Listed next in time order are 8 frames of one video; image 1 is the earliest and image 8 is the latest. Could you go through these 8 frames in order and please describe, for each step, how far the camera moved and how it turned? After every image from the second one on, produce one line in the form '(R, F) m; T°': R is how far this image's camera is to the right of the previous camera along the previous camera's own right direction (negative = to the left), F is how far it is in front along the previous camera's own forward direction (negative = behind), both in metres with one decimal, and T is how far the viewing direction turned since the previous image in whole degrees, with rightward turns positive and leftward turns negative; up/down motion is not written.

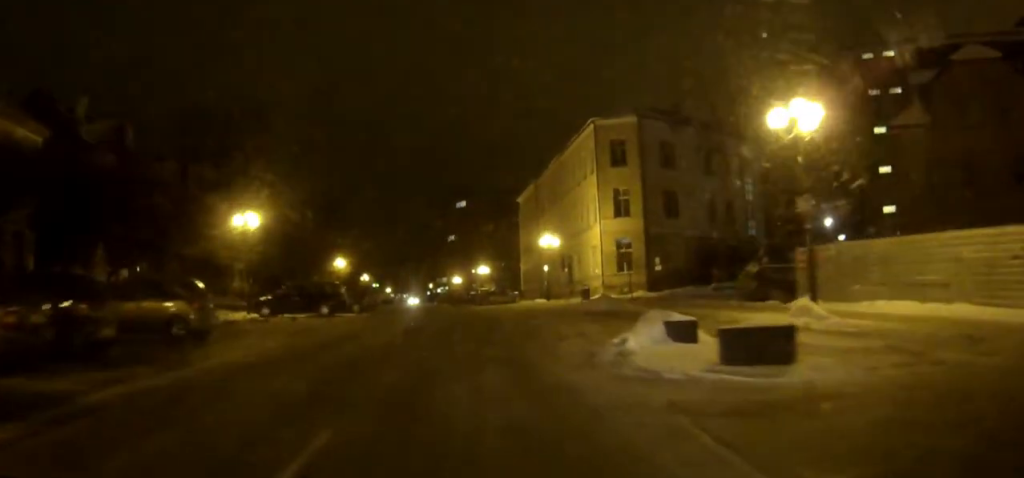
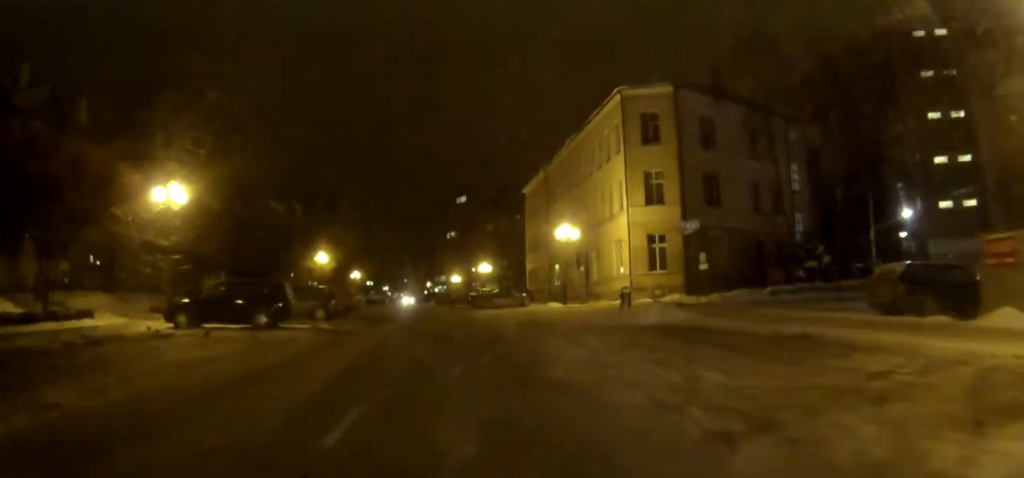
(-0.1, +9.6) m; -2°
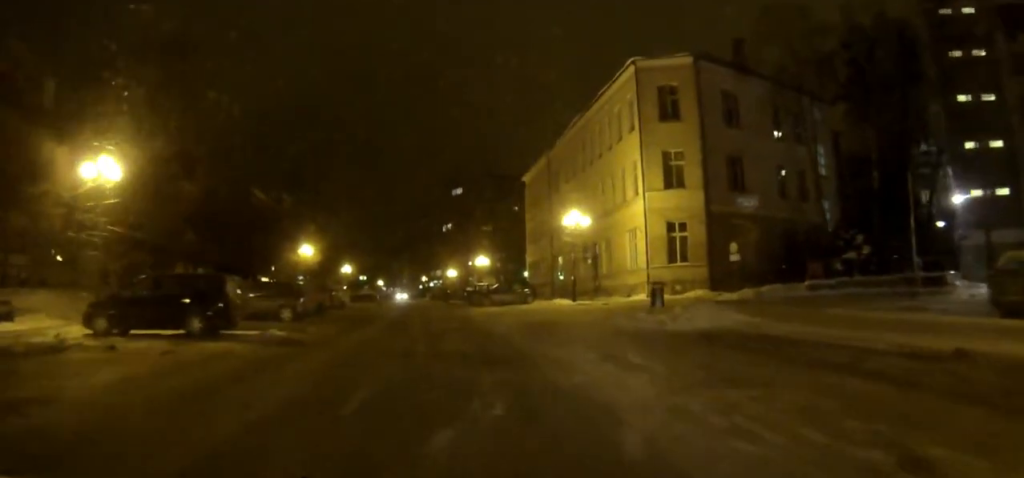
(-0.1, +5.4) m; -1°
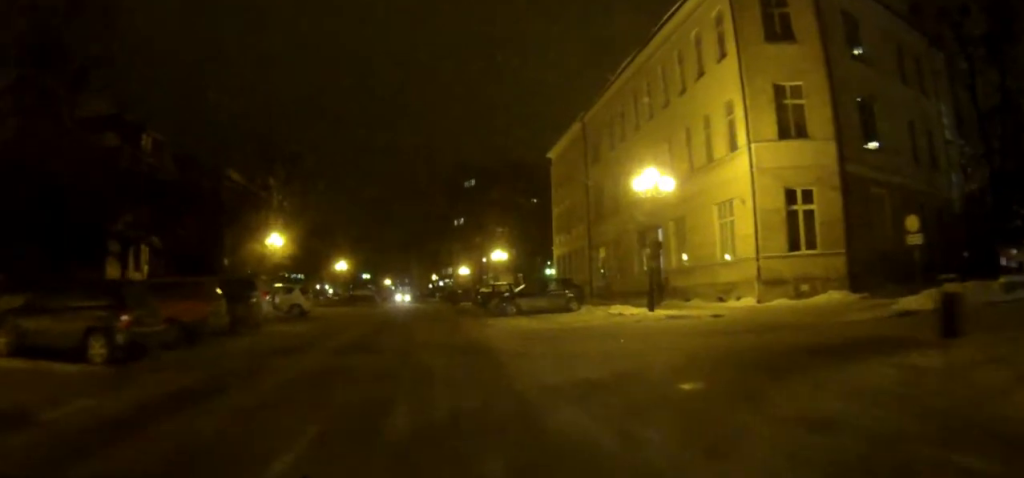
(0.0, +15.0) m; 0°
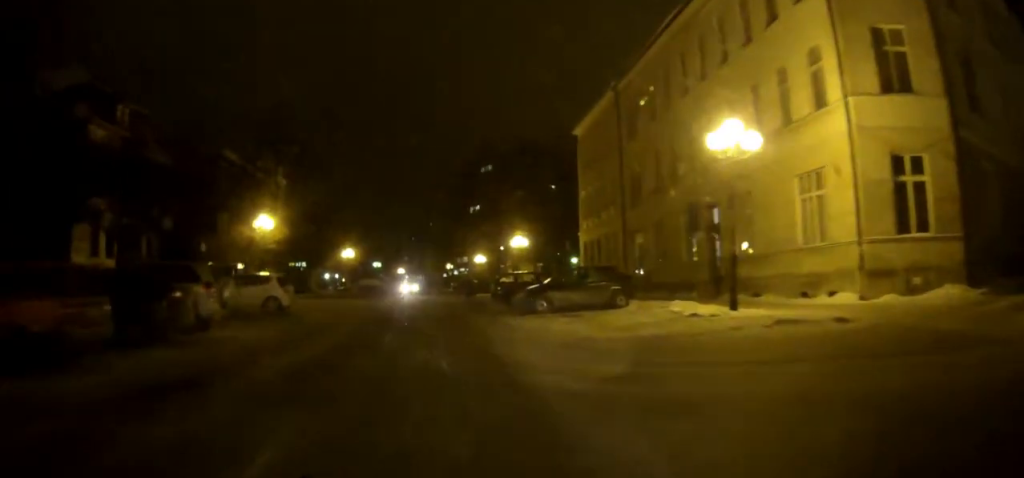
(0.0, +6.9) m; -1°
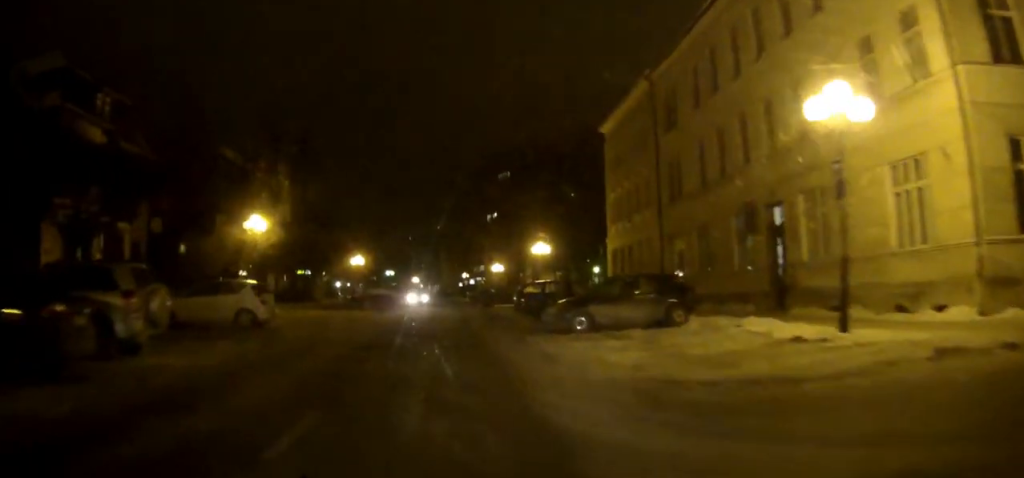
(0.0, +5.1) m; 0°
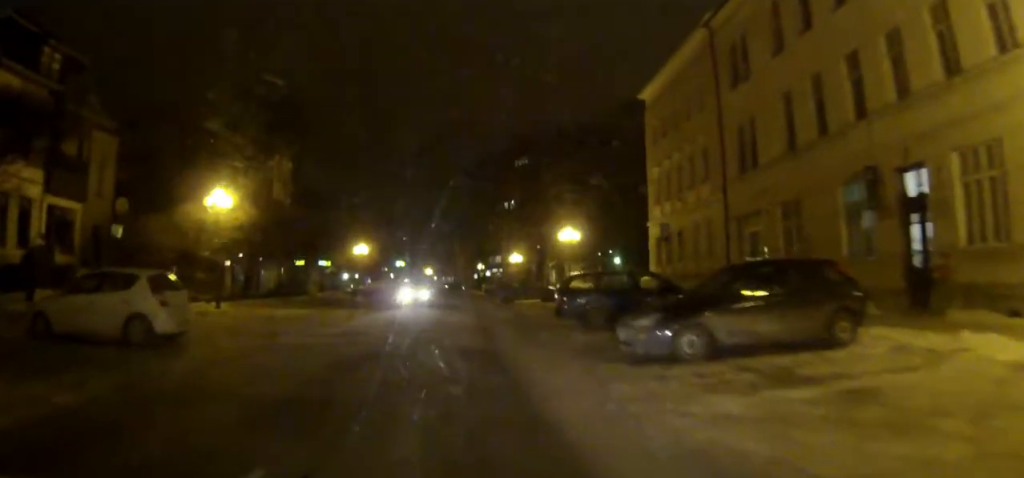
(-0.1, +8.4) m; 0°
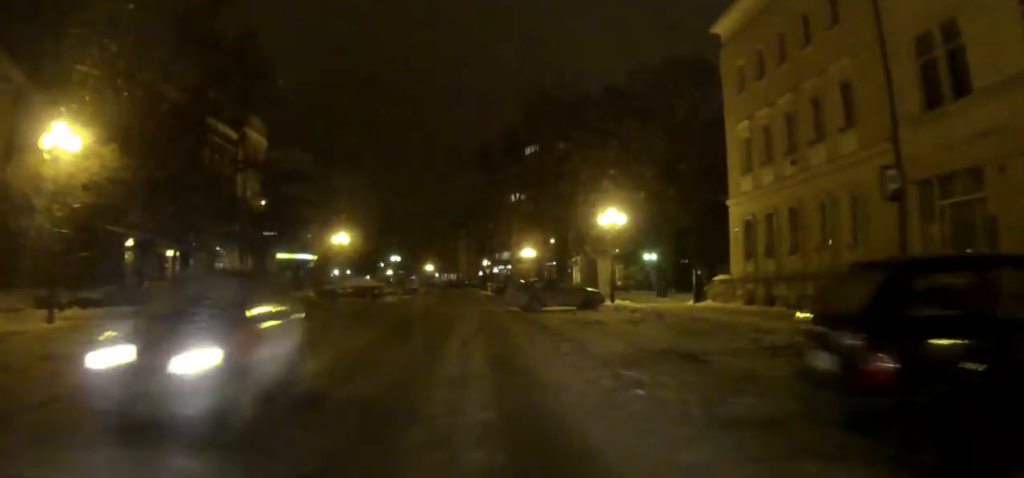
(-0.1, +14.1) m; -1°
